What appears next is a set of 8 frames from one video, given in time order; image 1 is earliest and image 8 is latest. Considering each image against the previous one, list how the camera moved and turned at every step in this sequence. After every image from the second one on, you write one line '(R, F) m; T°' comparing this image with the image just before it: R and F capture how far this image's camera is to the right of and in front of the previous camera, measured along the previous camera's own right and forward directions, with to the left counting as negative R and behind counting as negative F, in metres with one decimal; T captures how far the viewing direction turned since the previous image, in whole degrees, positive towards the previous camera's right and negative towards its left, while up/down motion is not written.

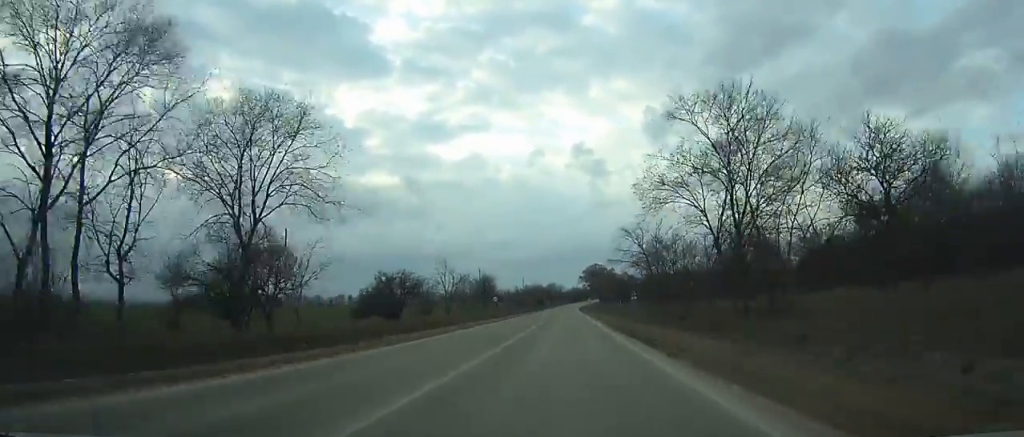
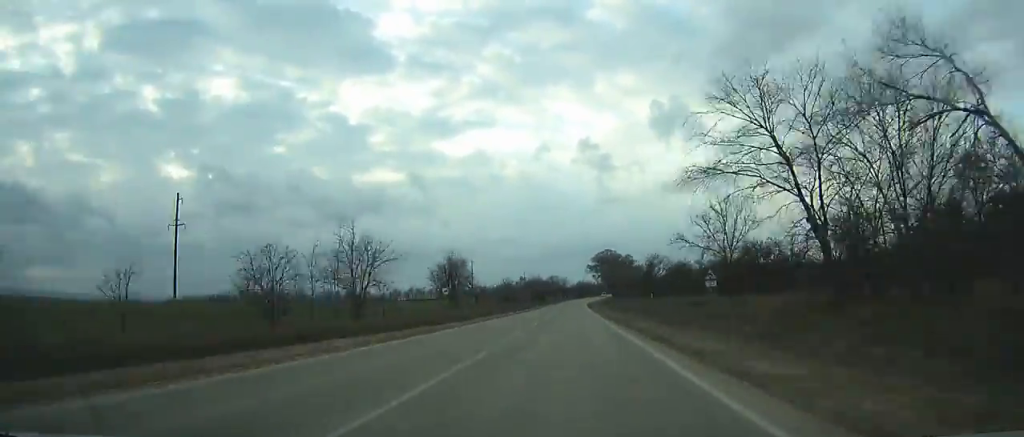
(-0.1, +40.5) m; 0°
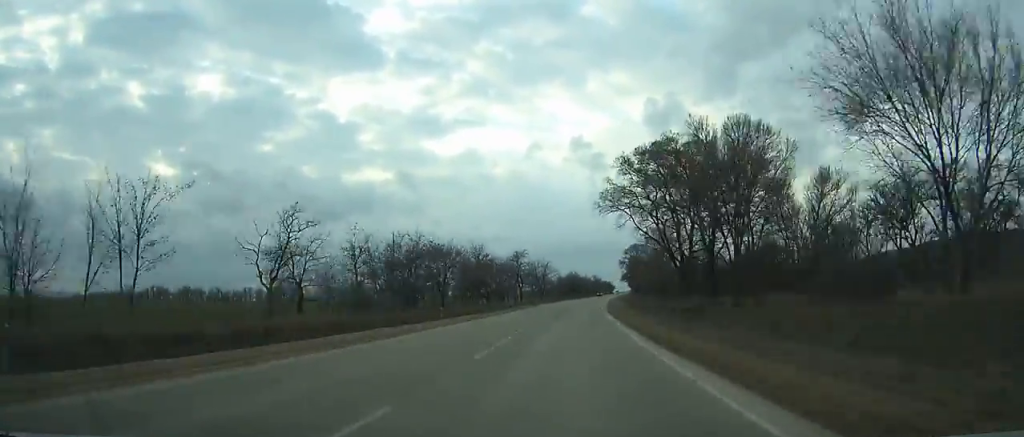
(+0.9, +108.5) m; +2°
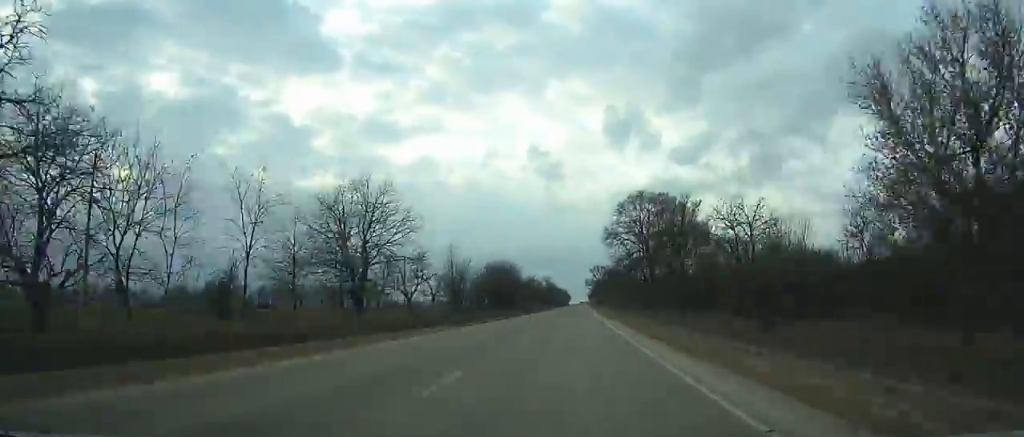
(+3.2, +102.5) m; +3°
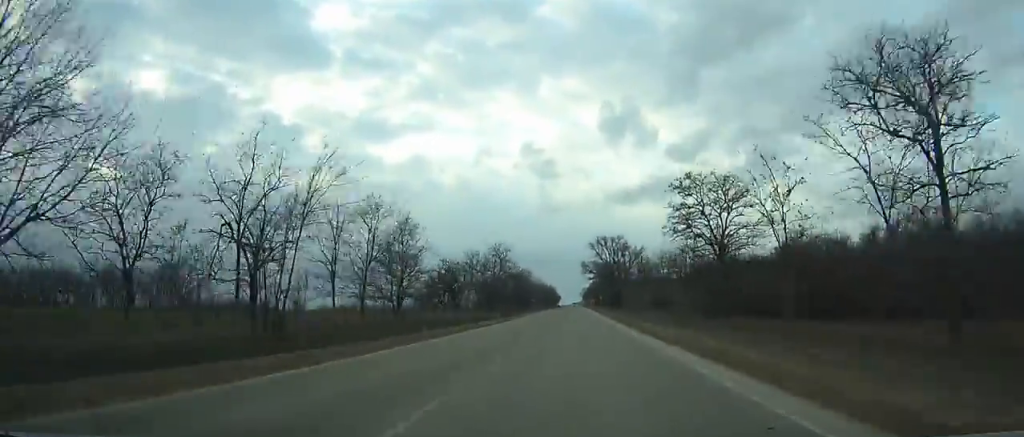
(+1.9, +113.5) m; +1°
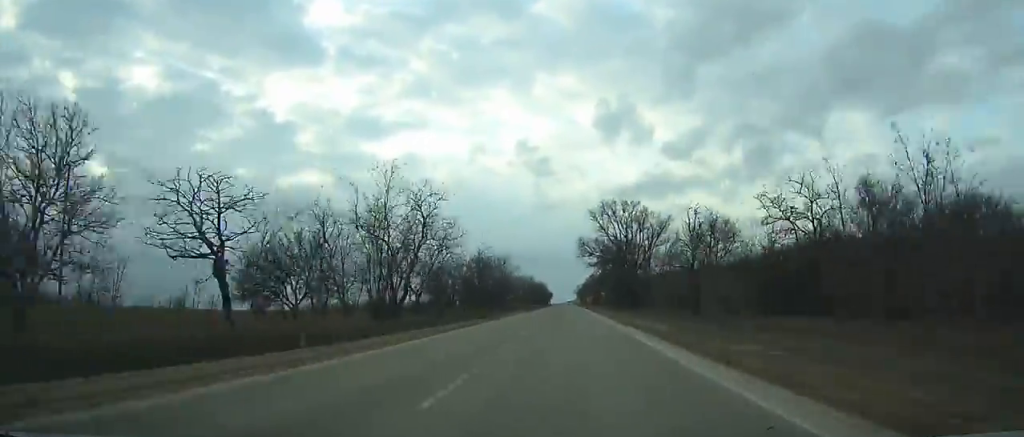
(+0.3, +45.4) m; 0°
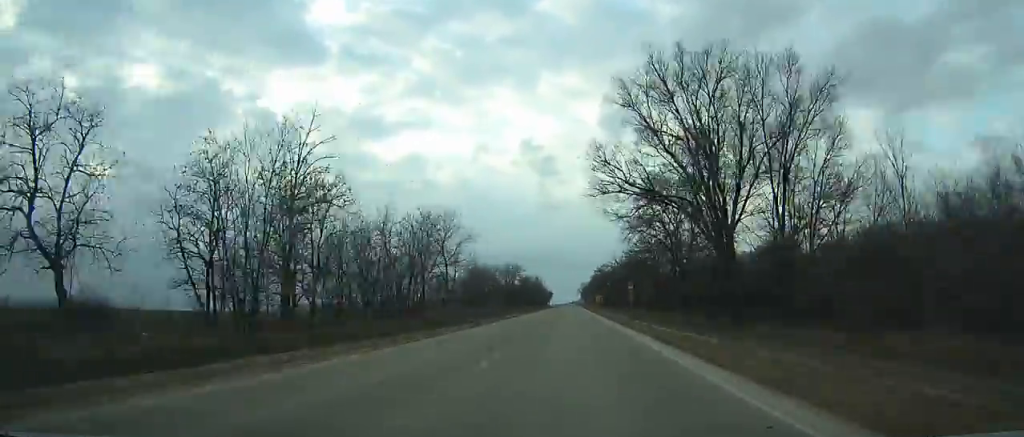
(-0.1, +55.9) m; 0°
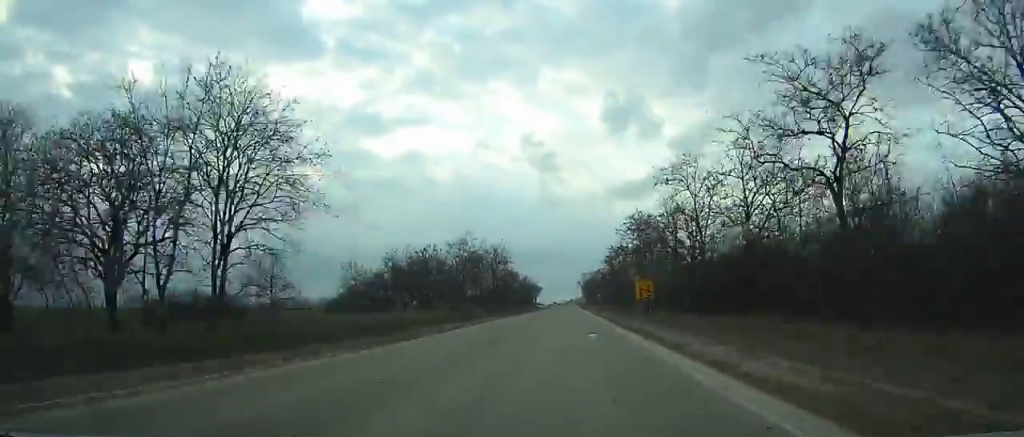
(-0.3, +107.1) m; 0°
